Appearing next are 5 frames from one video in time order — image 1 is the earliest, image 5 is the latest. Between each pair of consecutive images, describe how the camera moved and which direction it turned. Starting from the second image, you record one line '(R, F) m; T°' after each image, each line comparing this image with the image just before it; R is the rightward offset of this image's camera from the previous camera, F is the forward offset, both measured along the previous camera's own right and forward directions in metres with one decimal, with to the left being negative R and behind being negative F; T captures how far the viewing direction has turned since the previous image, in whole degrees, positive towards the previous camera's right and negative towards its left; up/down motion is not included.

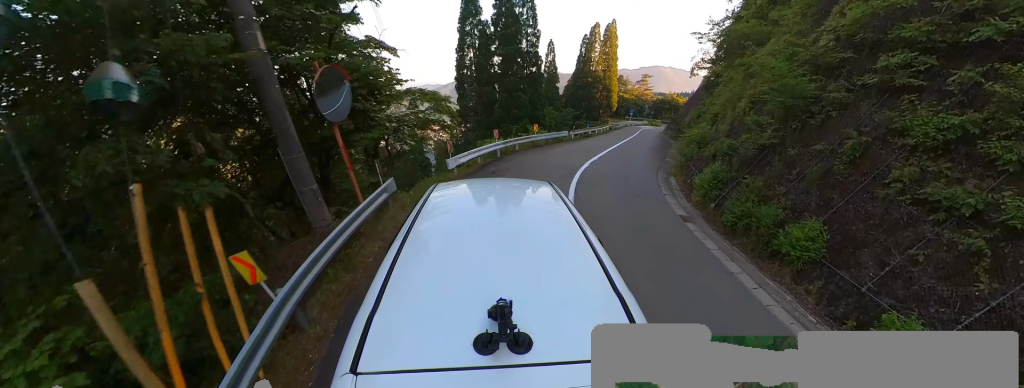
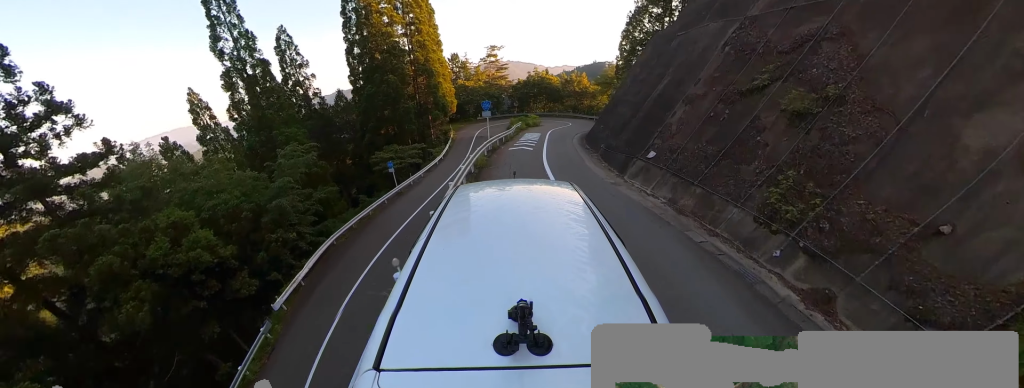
(+17.8, +35.6) m; +32°
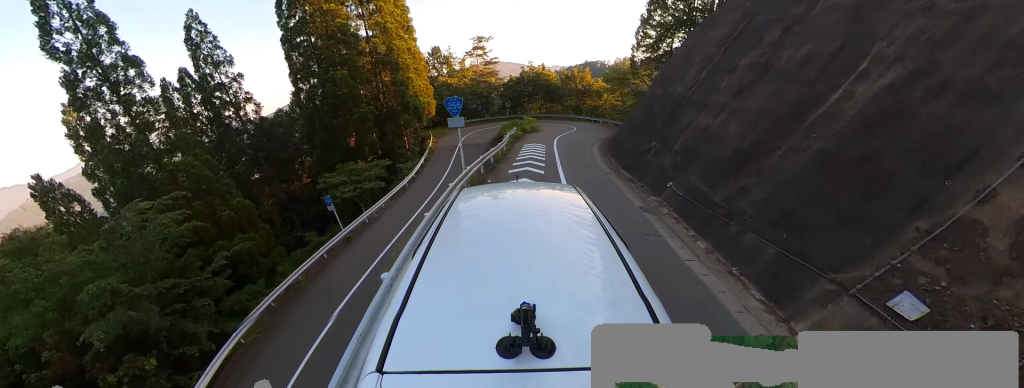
(0.0, +7.7) m; 0°
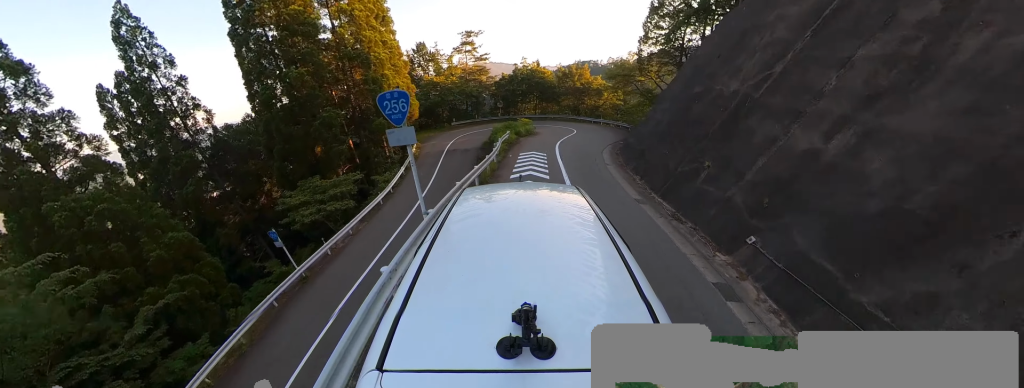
(0.0, +3.5) m; 0°
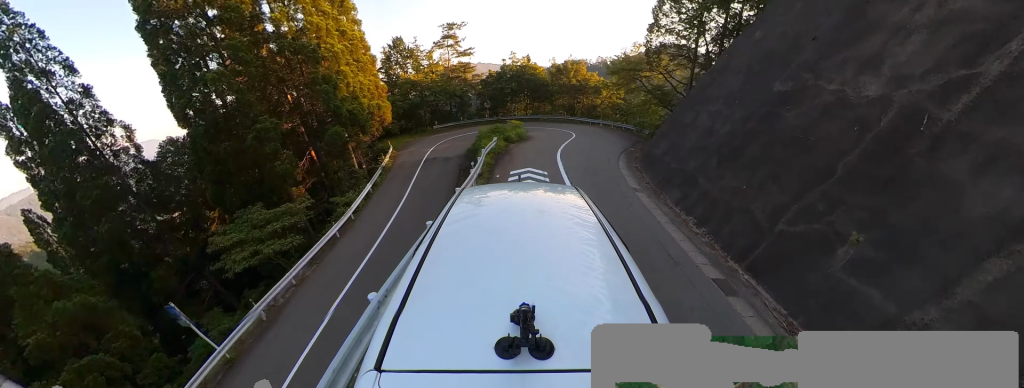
(0.0, +4.0) m; 0°
